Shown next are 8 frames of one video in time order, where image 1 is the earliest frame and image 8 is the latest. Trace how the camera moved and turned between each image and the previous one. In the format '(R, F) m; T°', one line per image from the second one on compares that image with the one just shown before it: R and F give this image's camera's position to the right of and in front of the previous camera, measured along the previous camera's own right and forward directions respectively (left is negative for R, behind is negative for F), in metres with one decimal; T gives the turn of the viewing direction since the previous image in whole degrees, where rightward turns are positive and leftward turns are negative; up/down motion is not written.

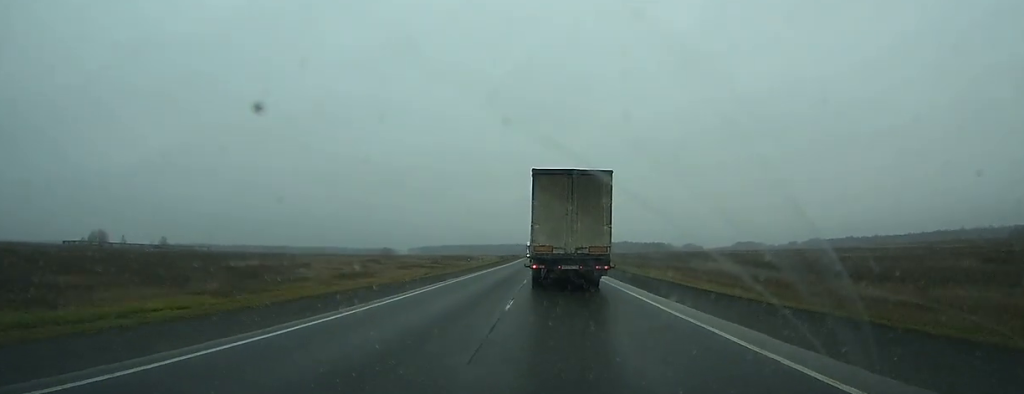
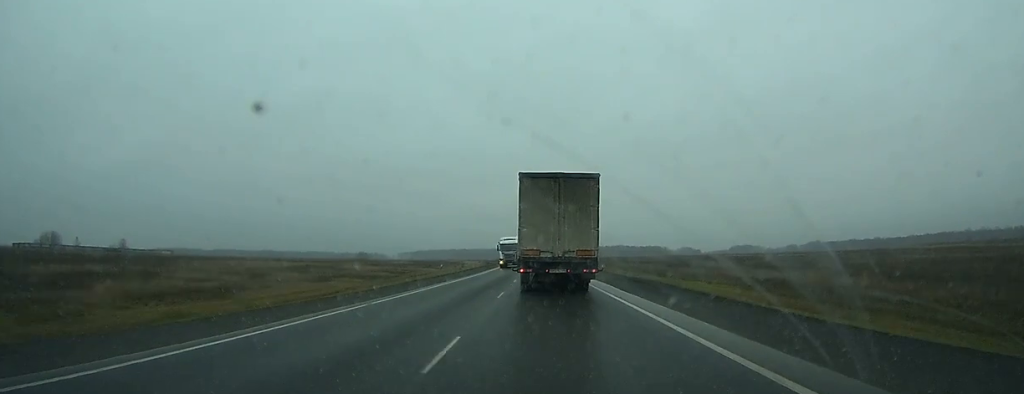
(+0.2, +31.5) m; 0°
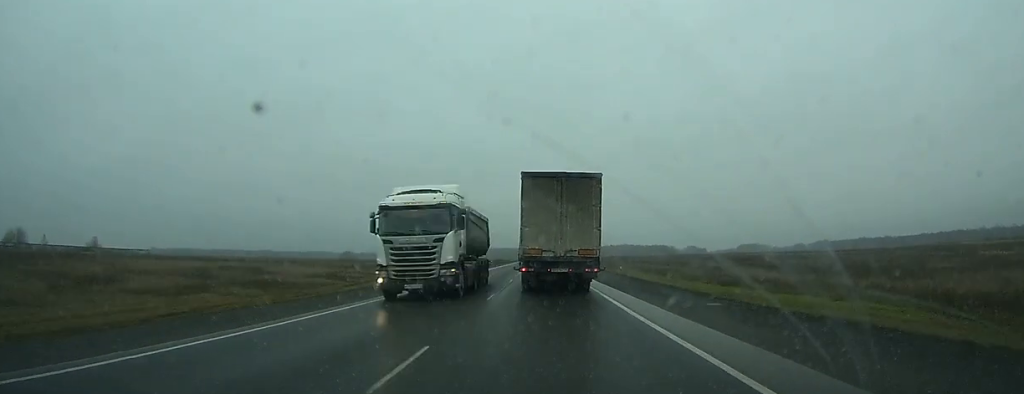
(+0.1, +25.1) m; 0°
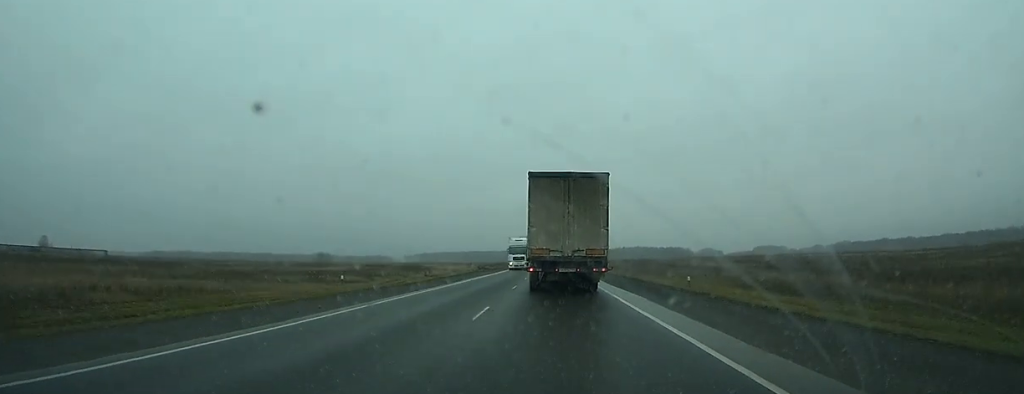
(0.0, +40.6) m; 0°
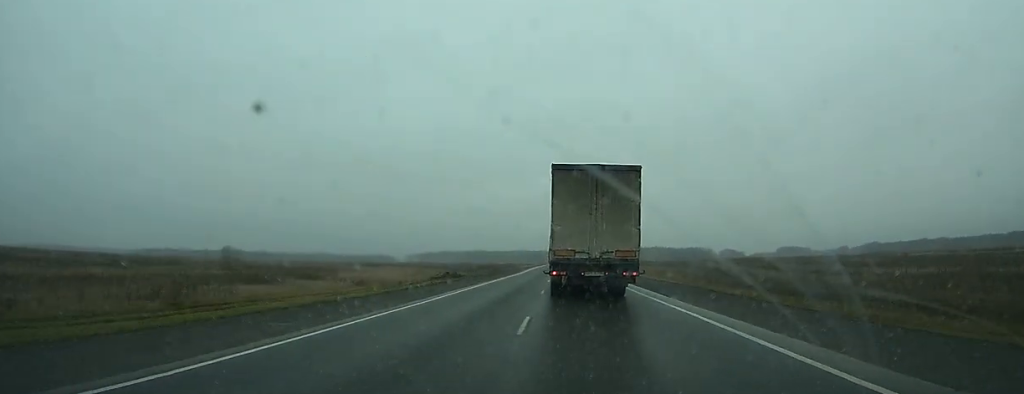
(-0.5, +71.1) m; -1°
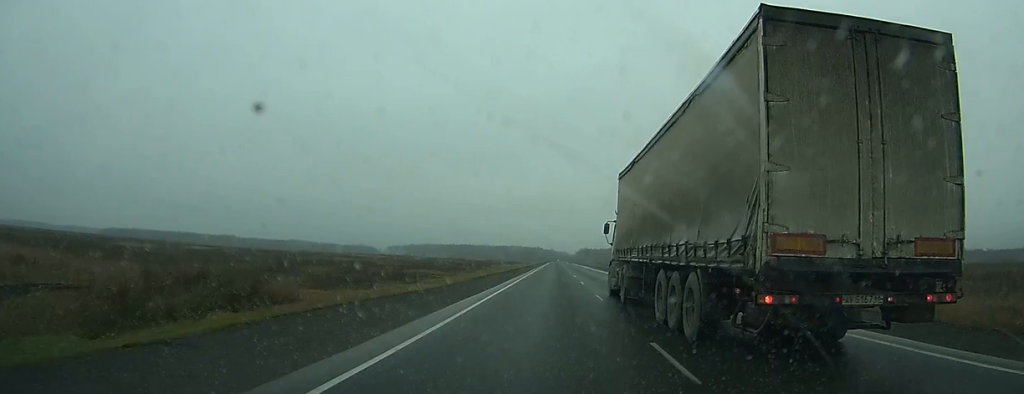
(-0.7, +102.9) m; 0°
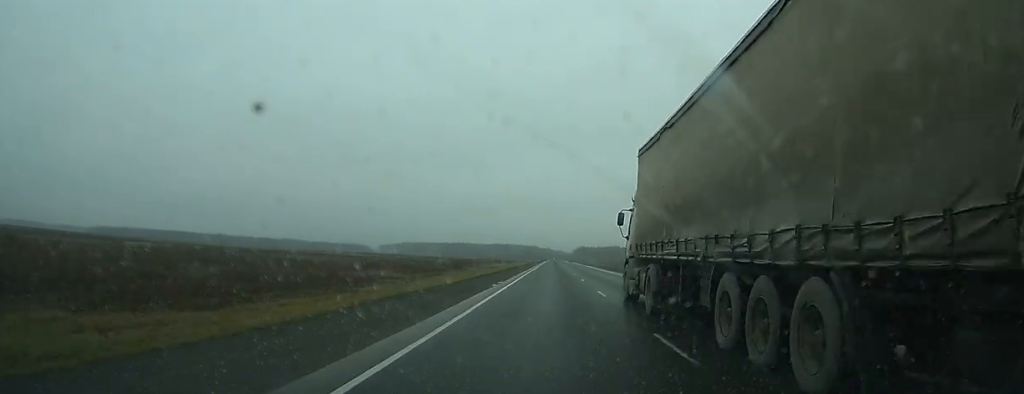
(+0.1, +23.7) m; 0°
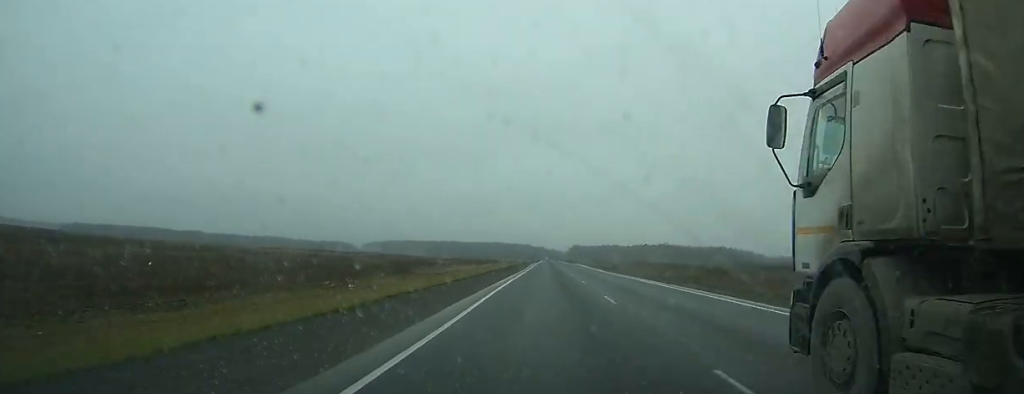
(+0.5, +63.1) m; +1°
